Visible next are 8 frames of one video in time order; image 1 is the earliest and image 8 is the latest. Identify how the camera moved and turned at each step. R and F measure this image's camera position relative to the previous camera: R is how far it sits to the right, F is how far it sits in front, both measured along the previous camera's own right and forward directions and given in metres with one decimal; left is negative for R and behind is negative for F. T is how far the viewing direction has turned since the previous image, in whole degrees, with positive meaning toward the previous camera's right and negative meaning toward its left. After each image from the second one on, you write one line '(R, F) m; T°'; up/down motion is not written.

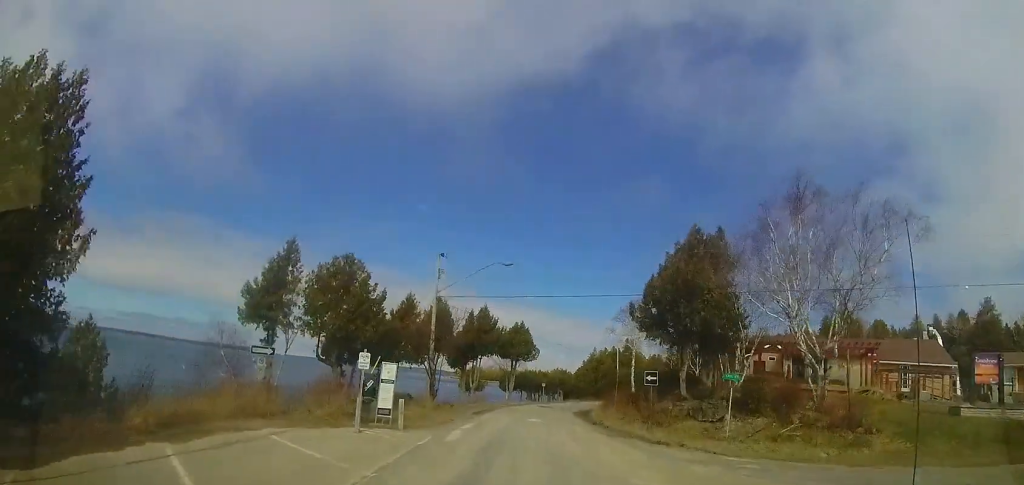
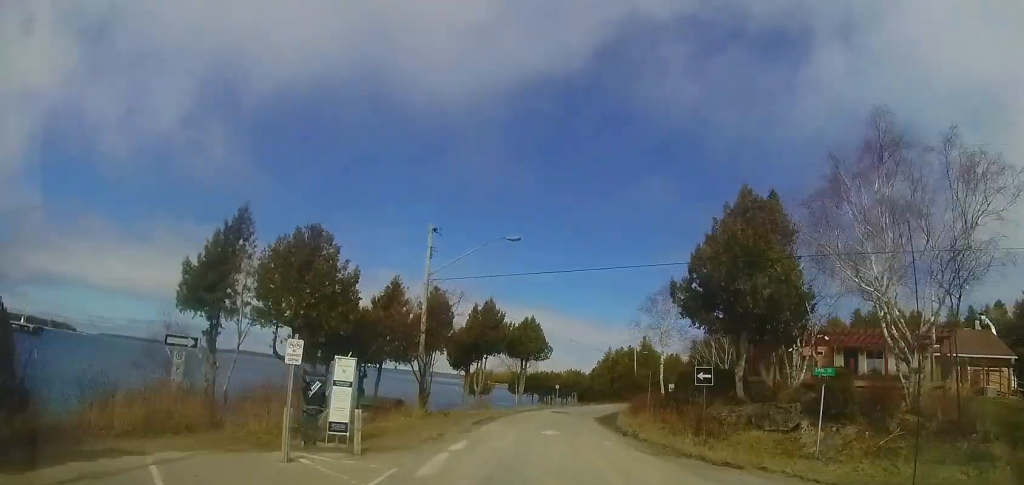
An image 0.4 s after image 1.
(0.0, +4.0) m; 0°
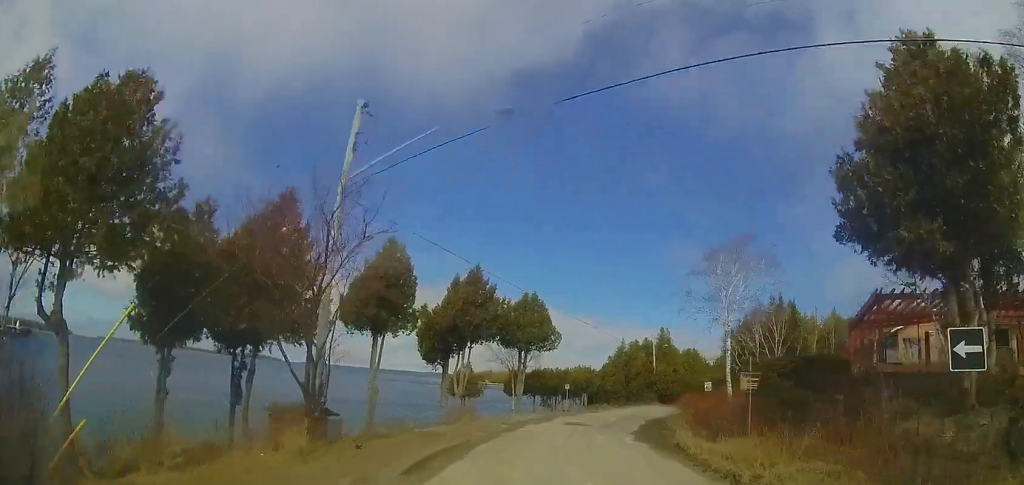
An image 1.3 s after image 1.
(0.0, +8.5) m; 0°
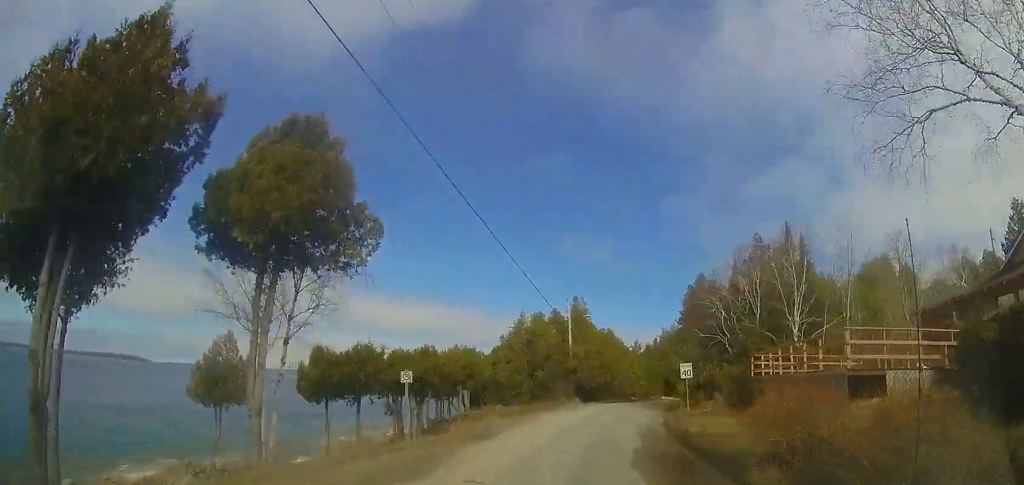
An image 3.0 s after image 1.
(+1.3, +16.2) m; +13°
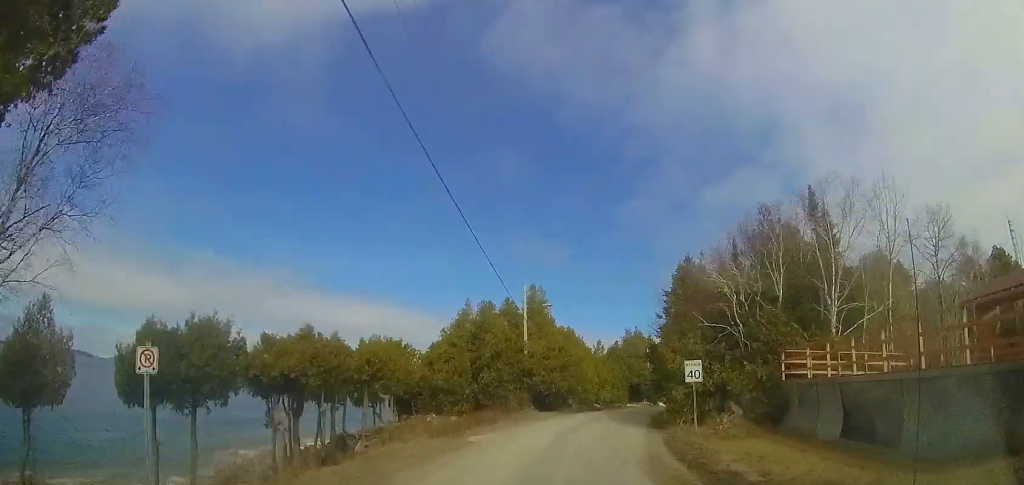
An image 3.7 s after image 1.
(+0.5, +6.3) m; +8°
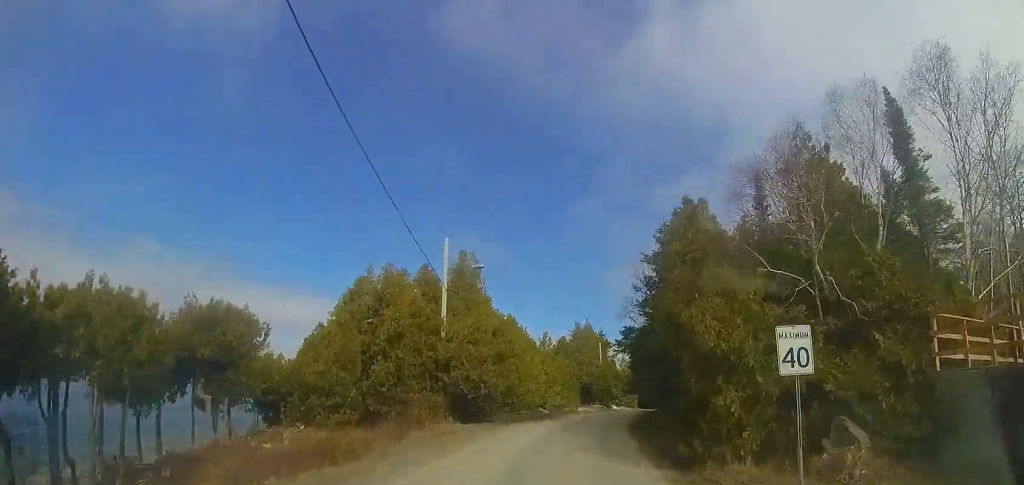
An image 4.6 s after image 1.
(+0.8, +8.4) m; +9°
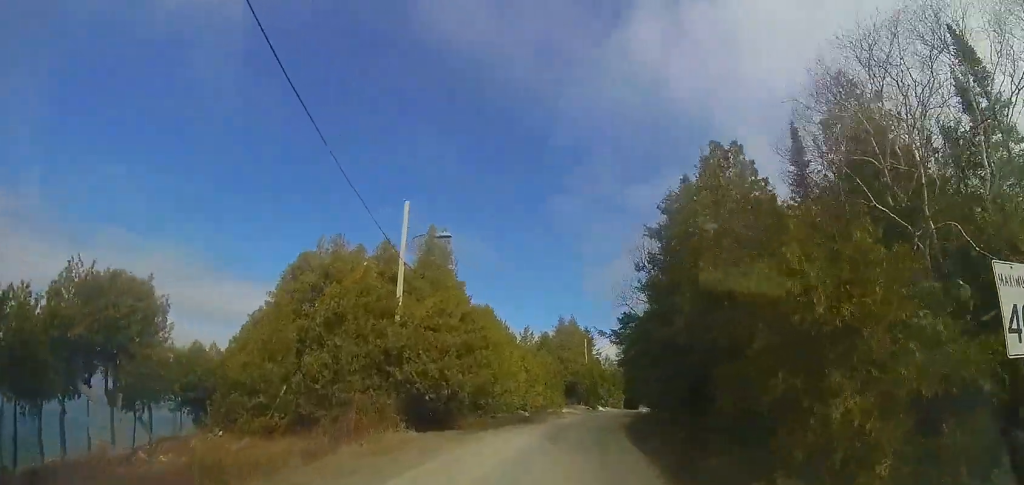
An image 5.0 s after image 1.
(+0.3, +3.7) m; +3°
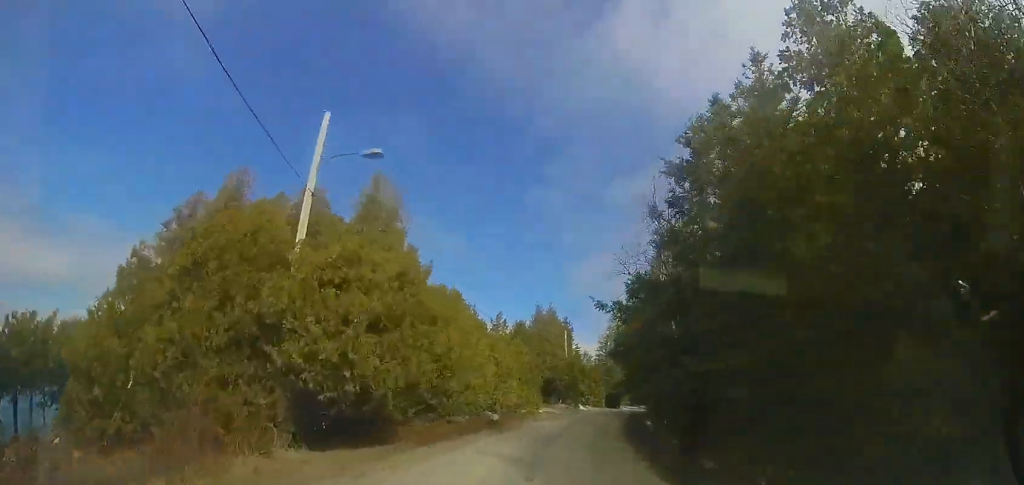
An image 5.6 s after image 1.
(+0.2, +5.2) m; +2°
